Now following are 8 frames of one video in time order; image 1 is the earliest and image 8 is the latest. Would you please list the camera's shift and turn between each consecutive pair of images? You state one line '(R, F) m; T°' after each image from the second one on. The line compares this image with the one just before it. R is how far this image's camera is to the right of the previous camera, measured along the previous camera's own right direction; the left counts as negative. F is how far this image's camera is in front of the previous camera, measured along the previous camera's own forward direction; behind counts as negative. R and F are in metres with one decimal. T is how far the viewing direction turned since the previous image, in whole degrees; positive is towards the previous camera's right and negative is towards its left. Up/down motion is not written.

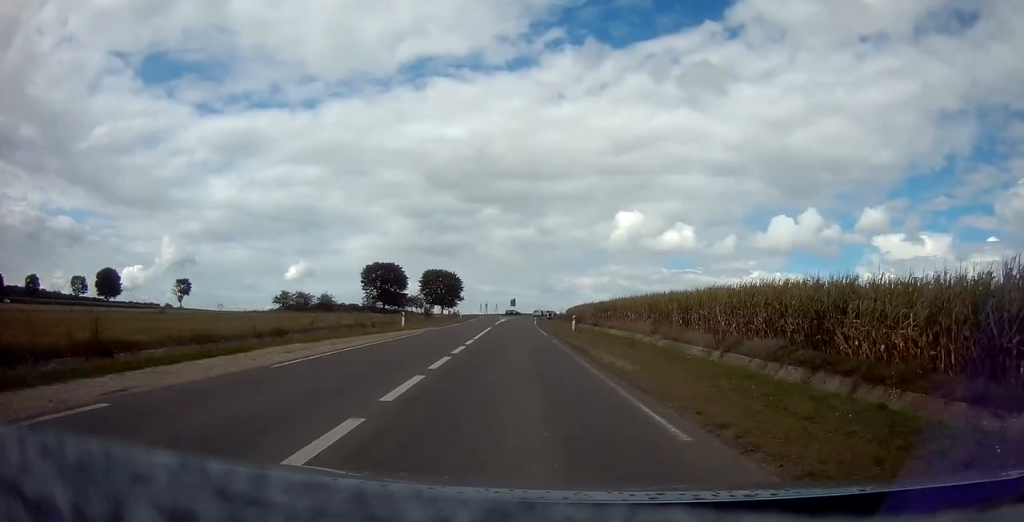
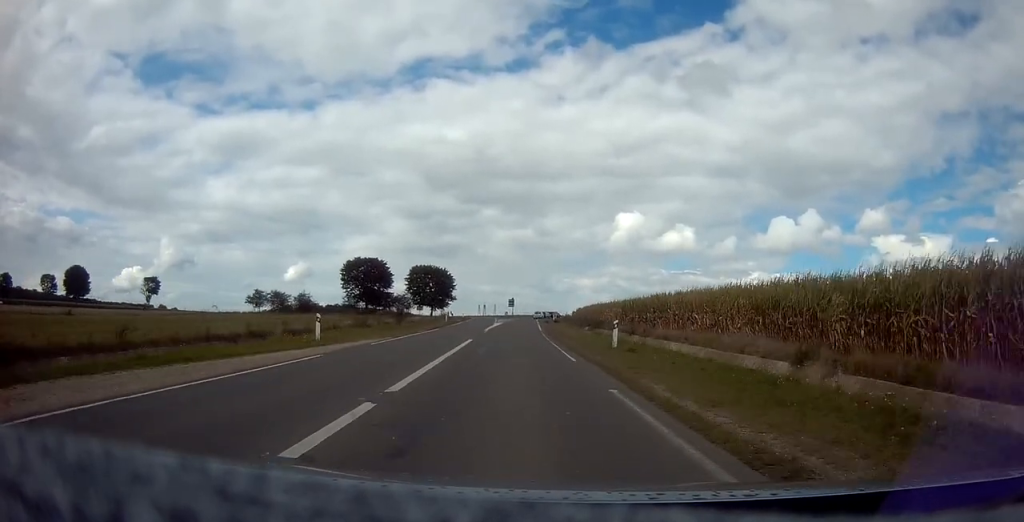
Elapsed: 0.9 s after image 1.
(-0.2, +16.2) m; 0°
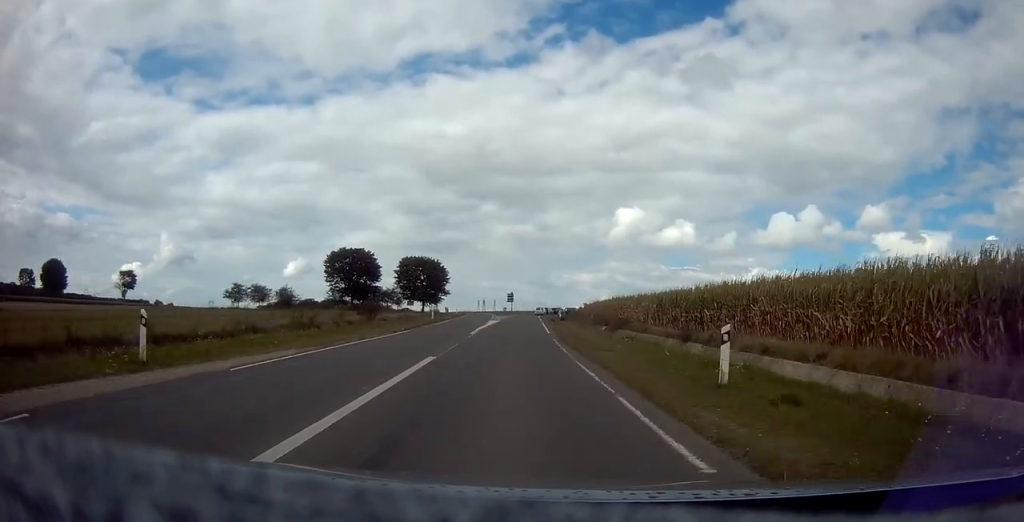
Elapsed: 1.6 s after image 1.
(-0.2, +11.3) m; +1°
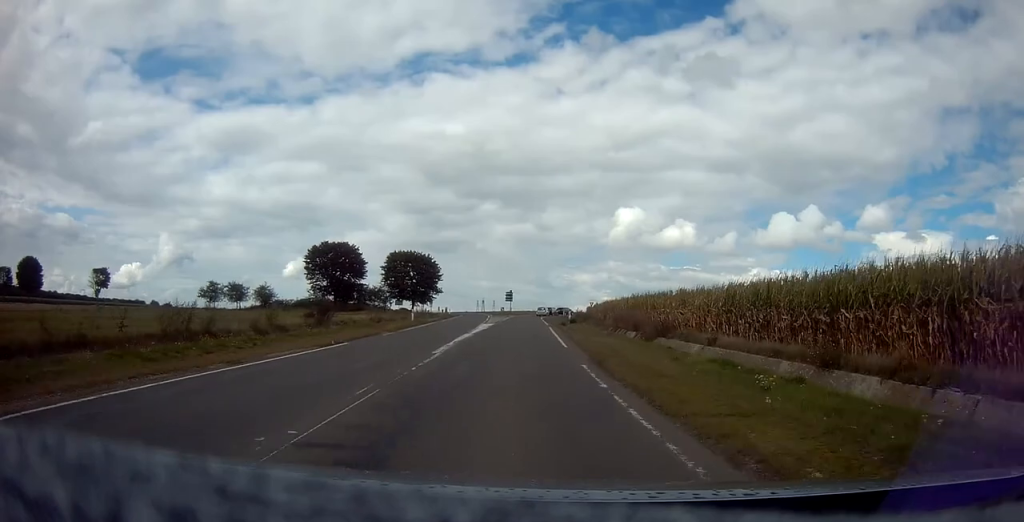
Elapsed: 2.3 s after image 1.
(+0.4, +11.3) m; 0°
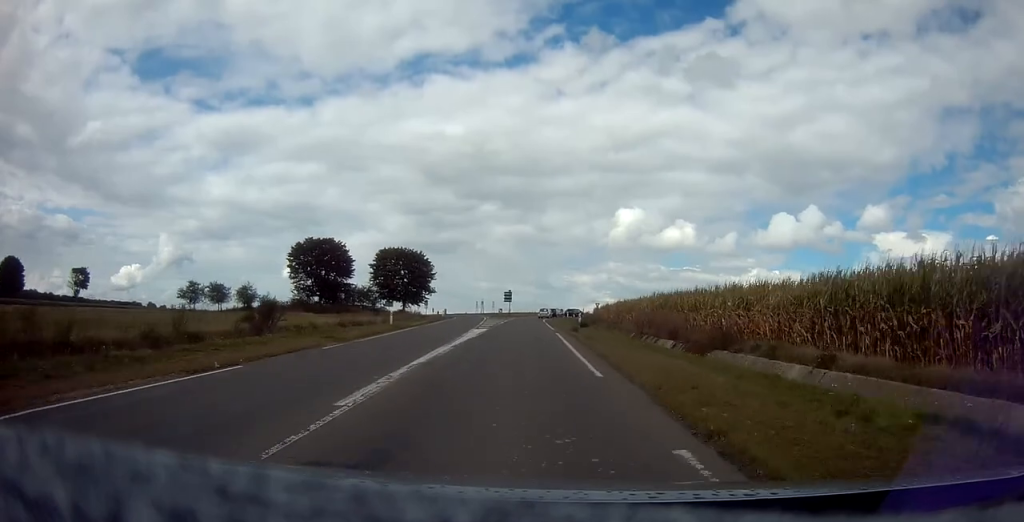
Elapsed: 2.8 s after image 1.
(+0.1, +8.3) m; 0°
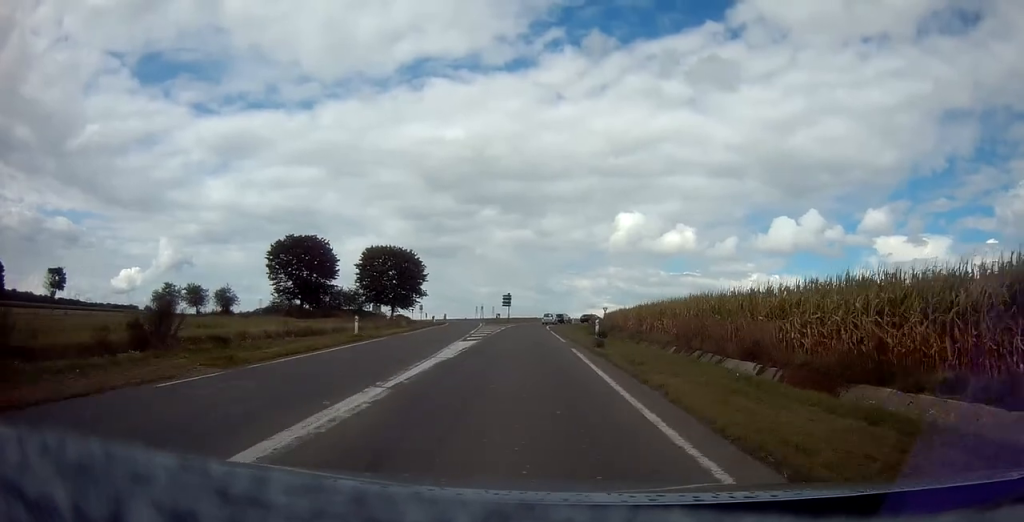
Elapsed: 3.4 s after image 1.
(-0.3, +9.0) m; -1°
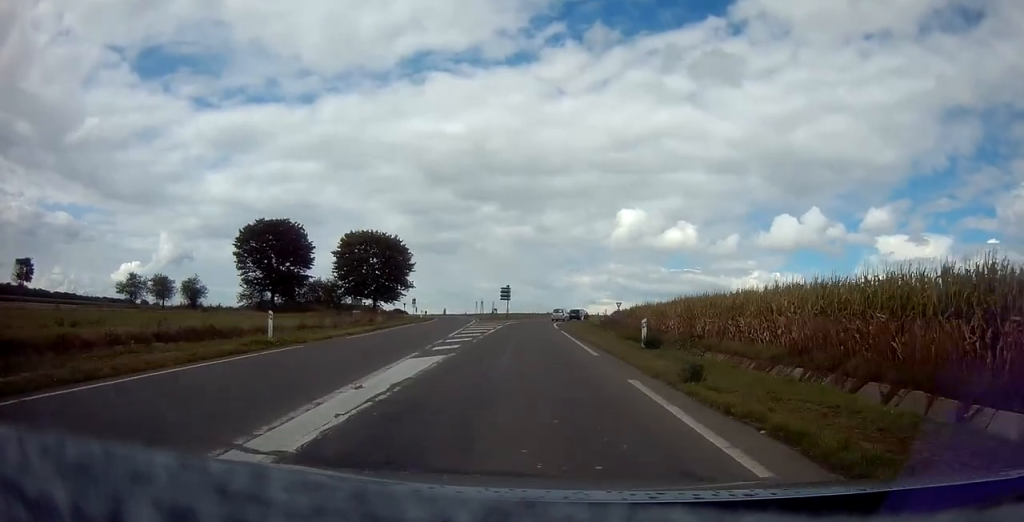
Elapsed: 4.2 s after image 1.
(0.0, +11.6) m; +1°
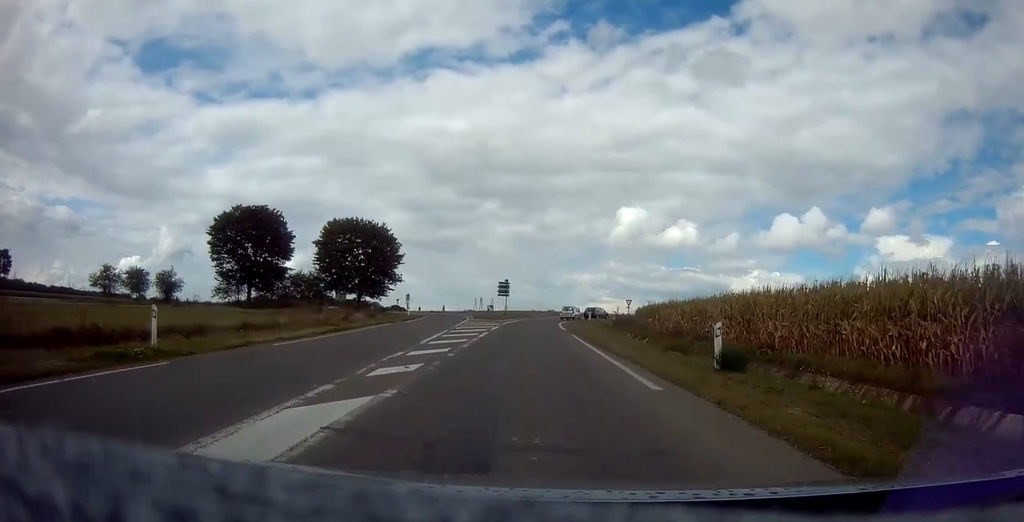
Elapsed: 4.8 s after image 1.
(0.0, +7.5) m; +1°
